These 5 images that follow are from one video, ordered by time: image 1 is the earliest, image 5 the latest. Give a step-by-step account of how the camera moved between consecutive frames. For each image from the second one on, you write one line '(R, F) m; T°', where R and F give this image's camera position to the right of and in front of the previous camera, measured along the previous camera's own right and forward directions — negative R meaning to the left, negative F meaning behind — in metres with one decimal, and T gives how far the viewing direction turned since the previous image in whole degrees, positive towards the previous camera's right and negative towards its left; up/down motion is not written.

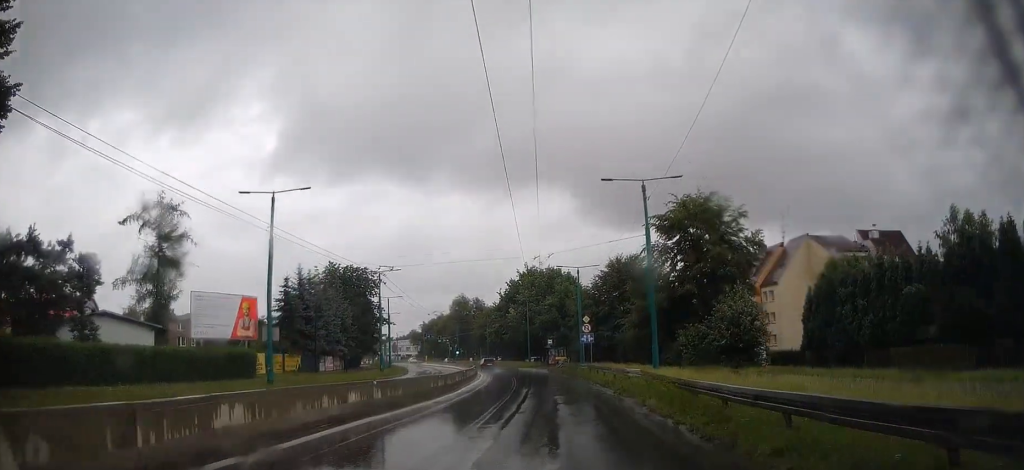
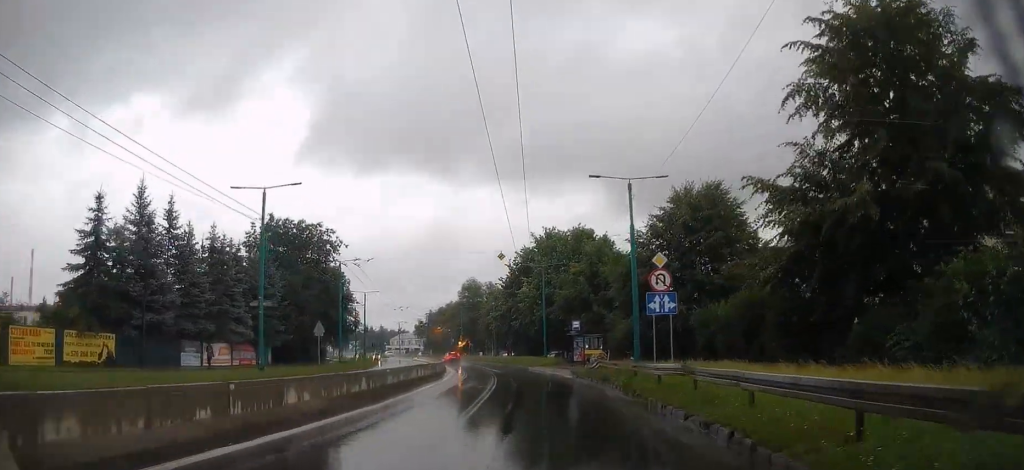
(-0.8, +27.3) m; -4°
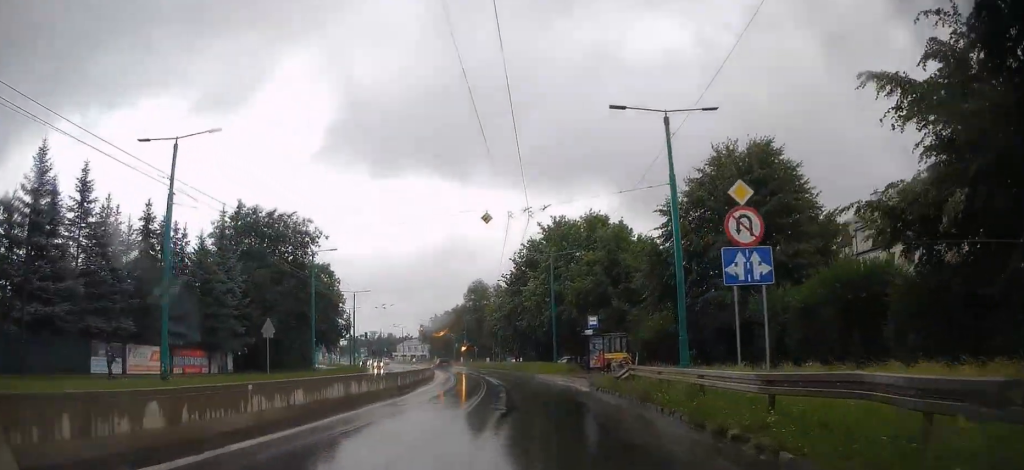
(-0.2, +8.7) m; -1°
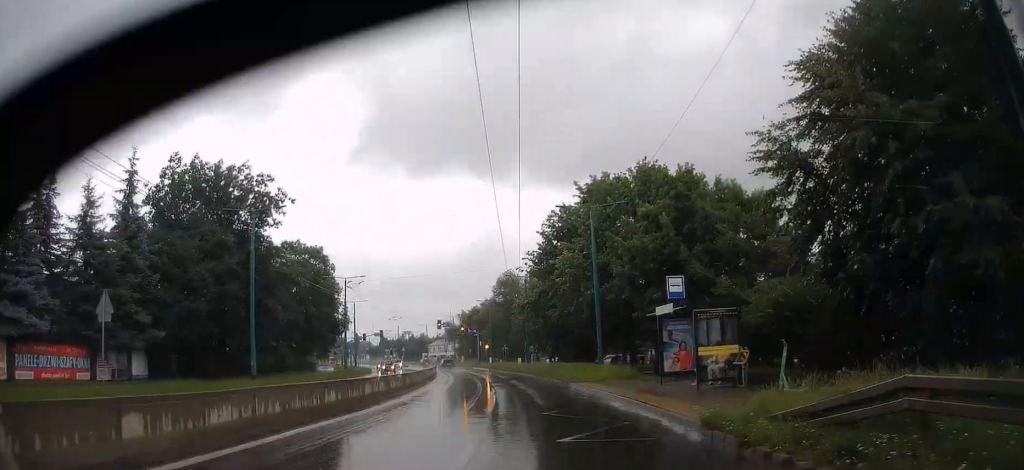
(-0.3, +14.8) m; -2°
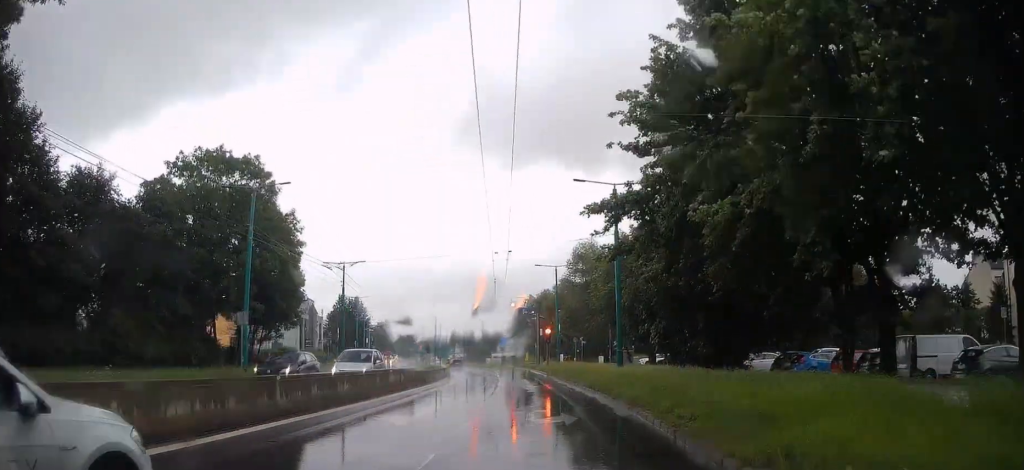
(-2.0, +31.4) m; -8°
